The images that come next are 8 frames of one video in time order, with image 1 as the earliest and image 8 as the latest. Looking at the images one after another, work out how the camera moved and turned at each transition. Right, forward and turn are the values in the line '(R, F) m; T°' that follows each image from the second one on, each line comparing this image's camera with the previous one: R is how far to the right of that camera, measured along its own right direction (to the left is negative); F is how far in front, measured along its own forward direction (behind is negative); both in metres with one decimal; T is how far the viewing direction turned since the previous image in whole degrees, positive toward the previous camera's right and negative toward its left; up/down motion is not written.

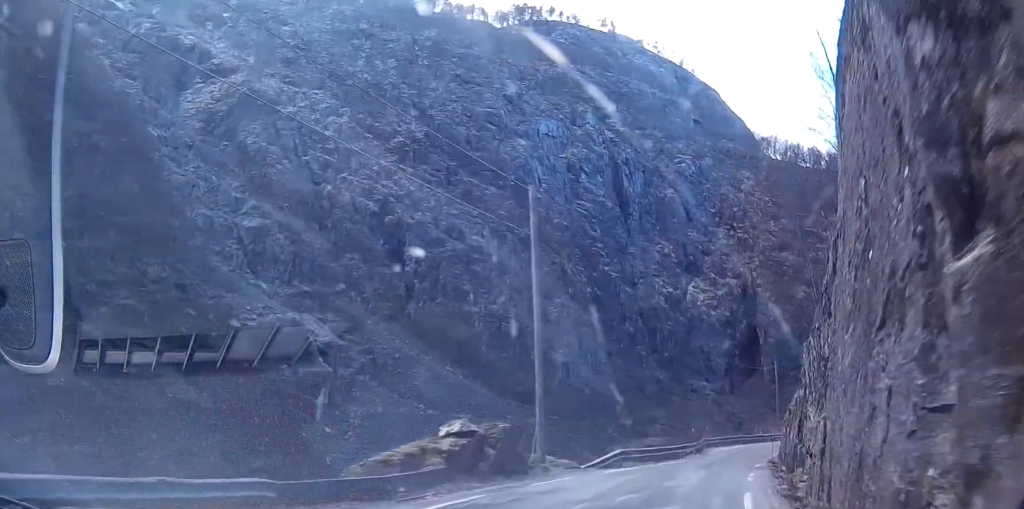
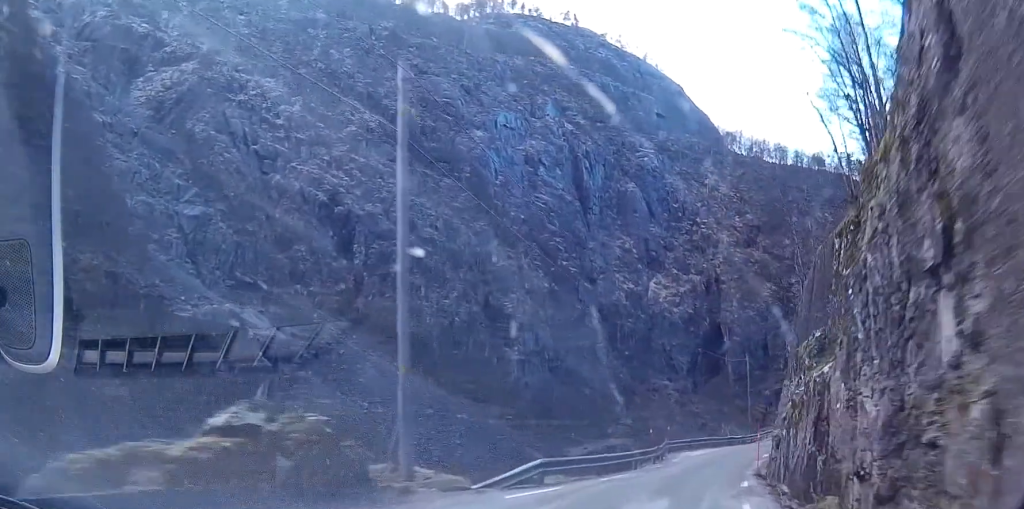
(+0.5, +8.9) m; +6°
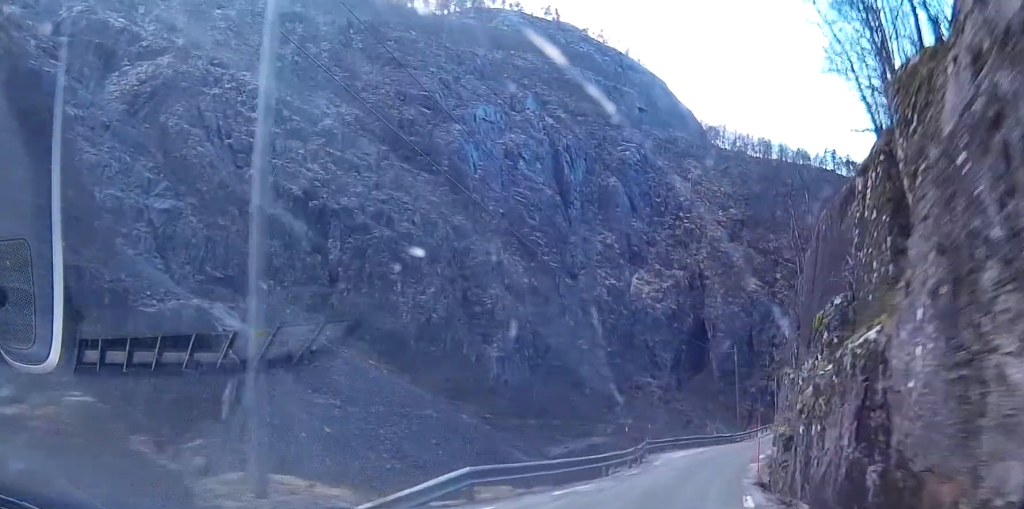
(+0.3, +5.2) m; +1°
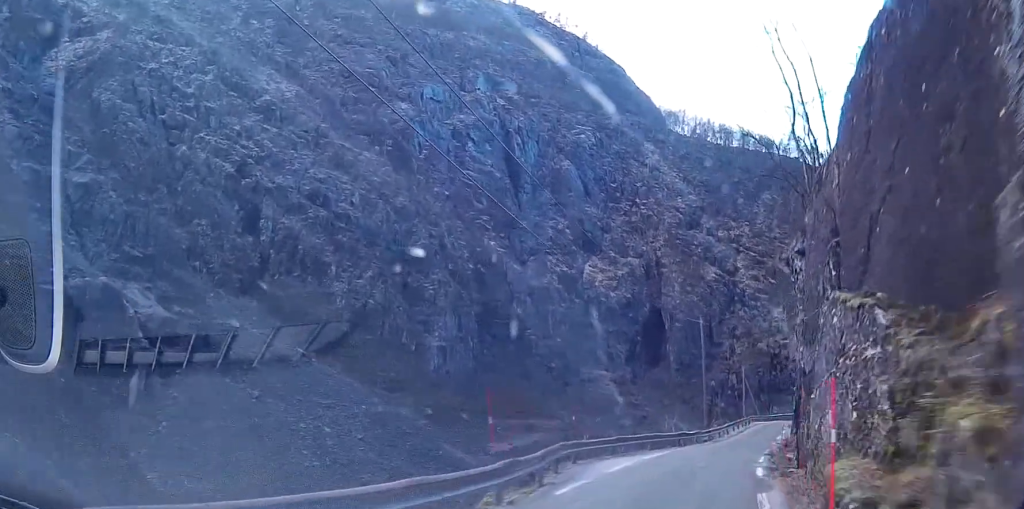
(+0.2, +14.6) m; +1°
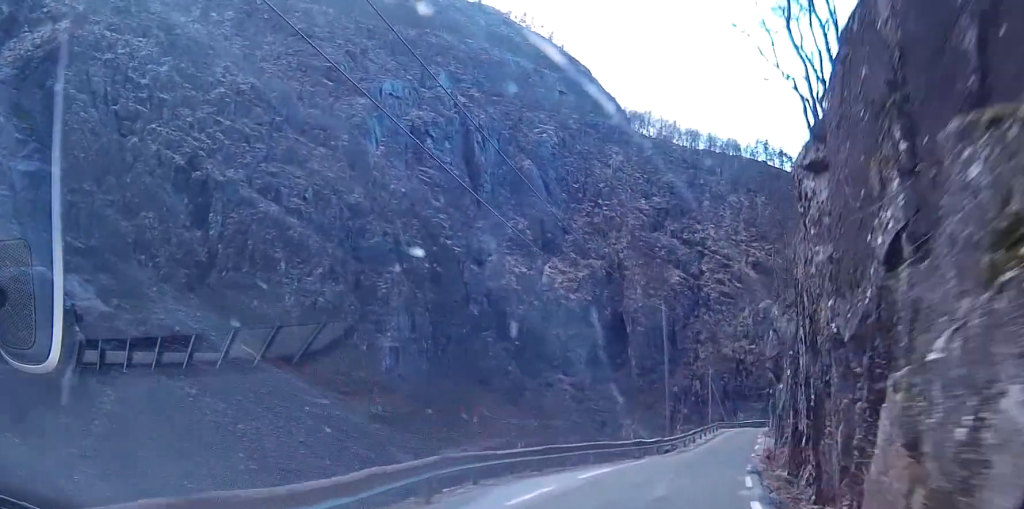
(0.0, +8.0) m; +1°
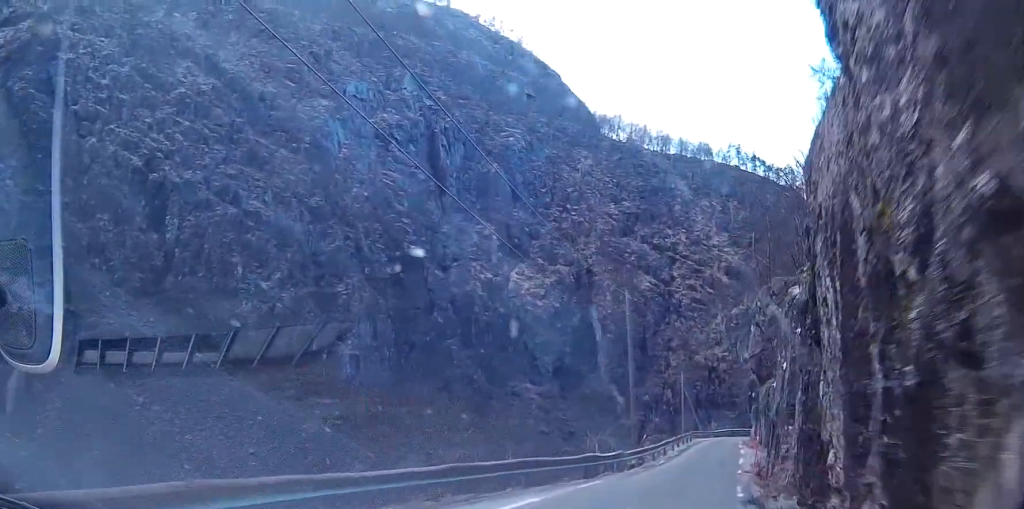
(0.0, +6.8) m; +1°
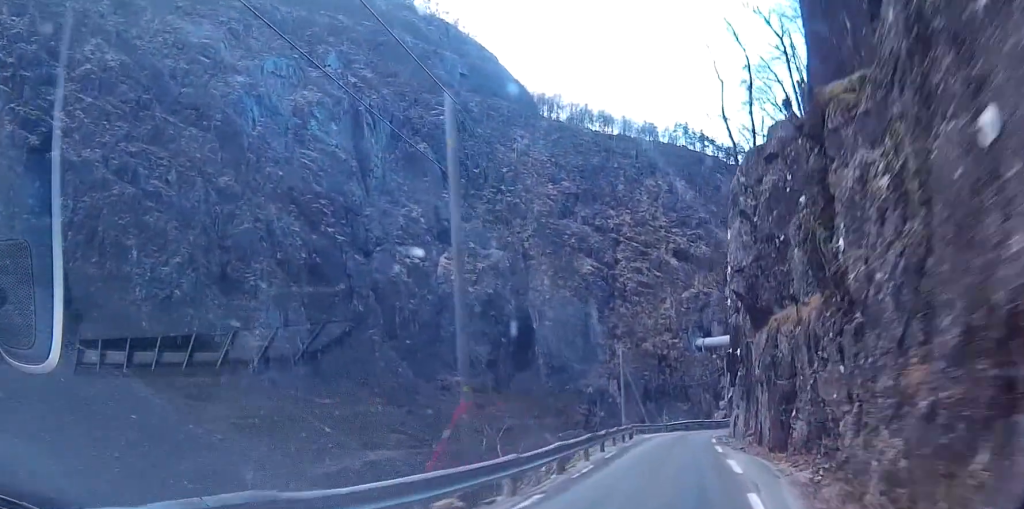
(+0.9, +21.5) m; +3°
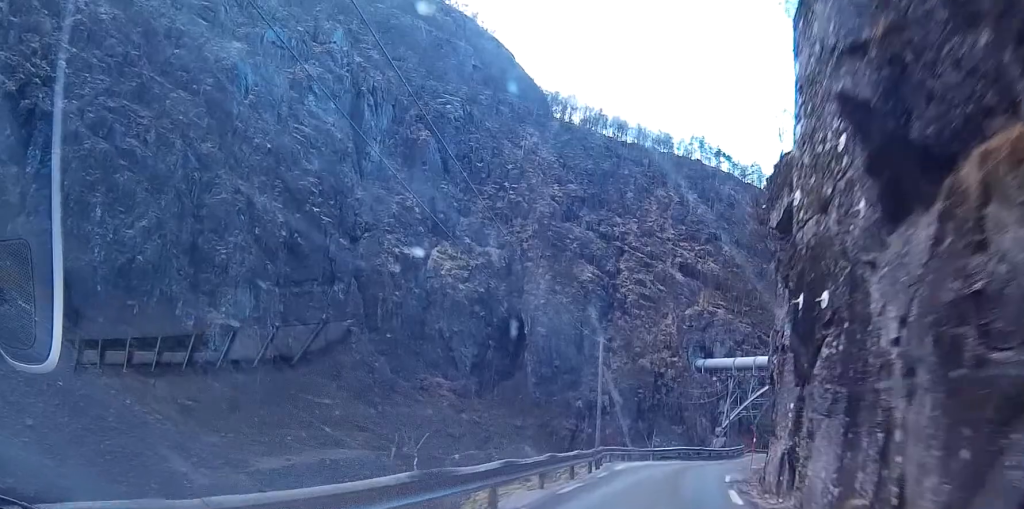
(-0.2, +14.5) m; -1°
